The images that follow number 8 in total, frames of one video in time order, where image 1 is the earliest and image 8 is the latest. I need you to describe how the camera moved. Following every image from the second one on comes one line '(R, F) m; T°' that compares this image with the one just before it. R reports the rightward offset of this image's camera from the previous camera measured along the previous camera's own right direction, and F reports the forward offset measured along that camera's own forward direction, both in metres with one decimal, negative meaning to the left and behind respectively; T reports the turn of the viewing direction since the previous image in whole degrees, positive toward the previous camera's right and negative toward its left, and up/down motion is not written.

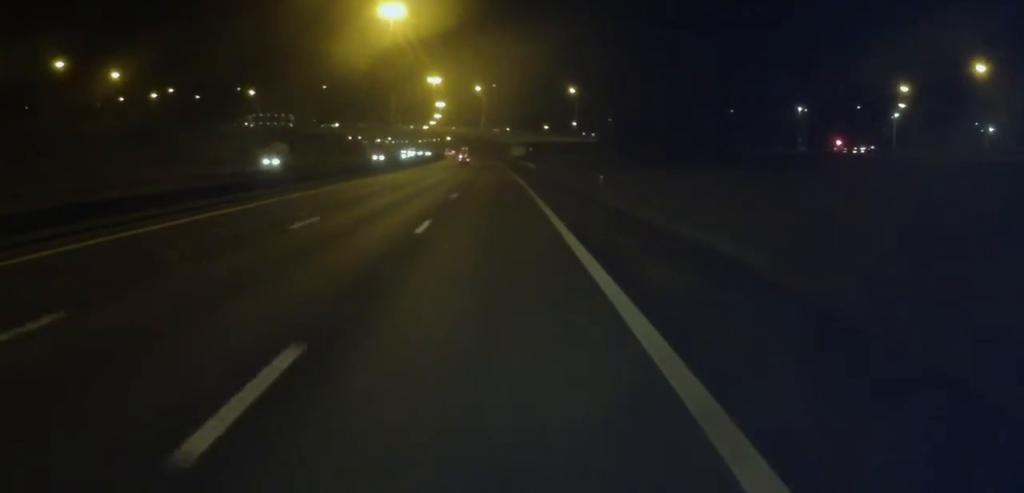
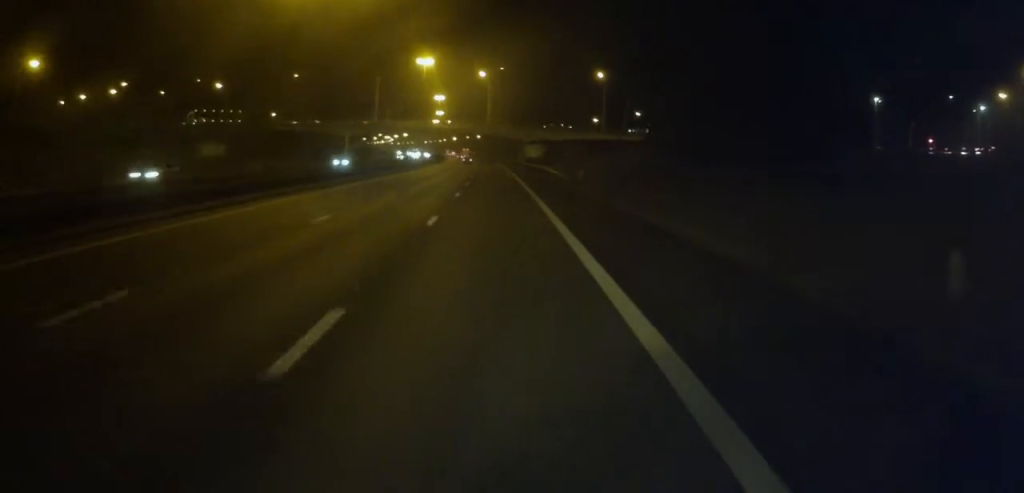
(-0.2, +36.2) m; 0°
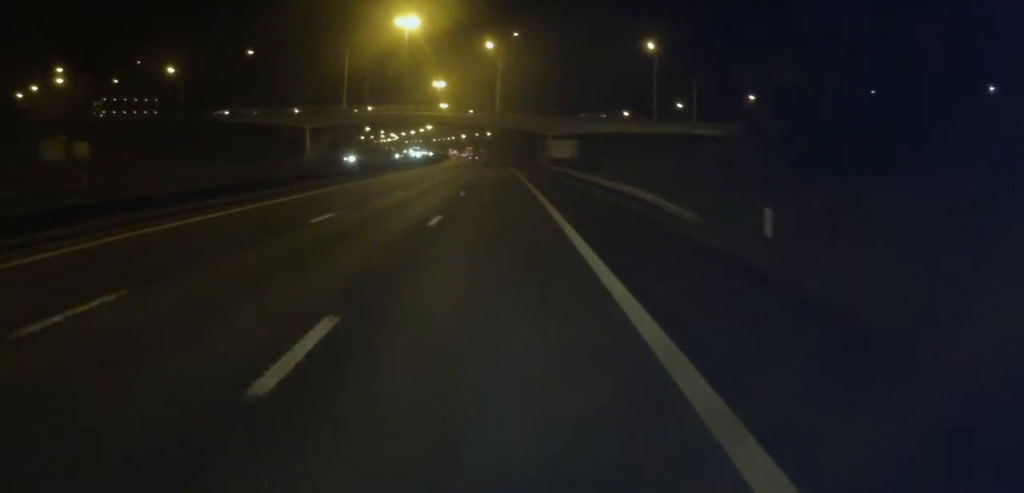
(0.0, +38.5) m; 0°
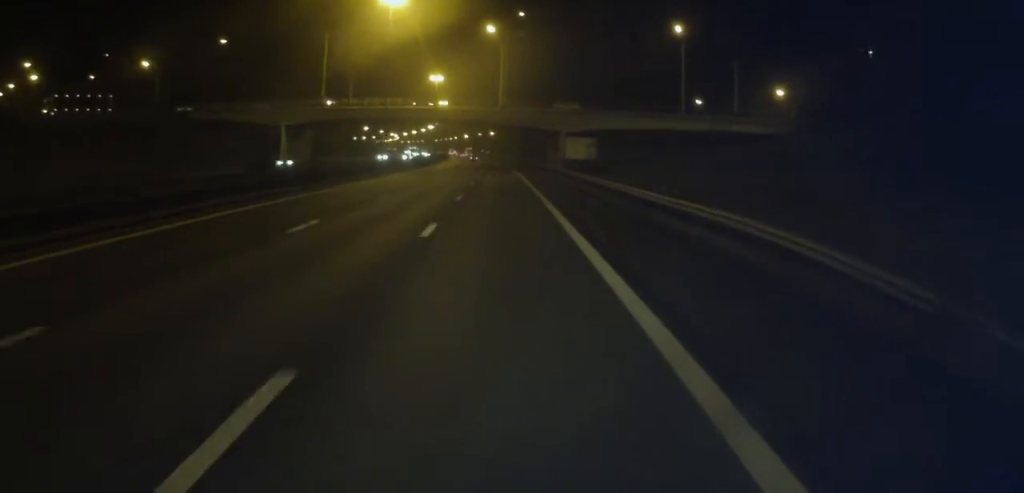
(0.0, +14.8) m; -1°
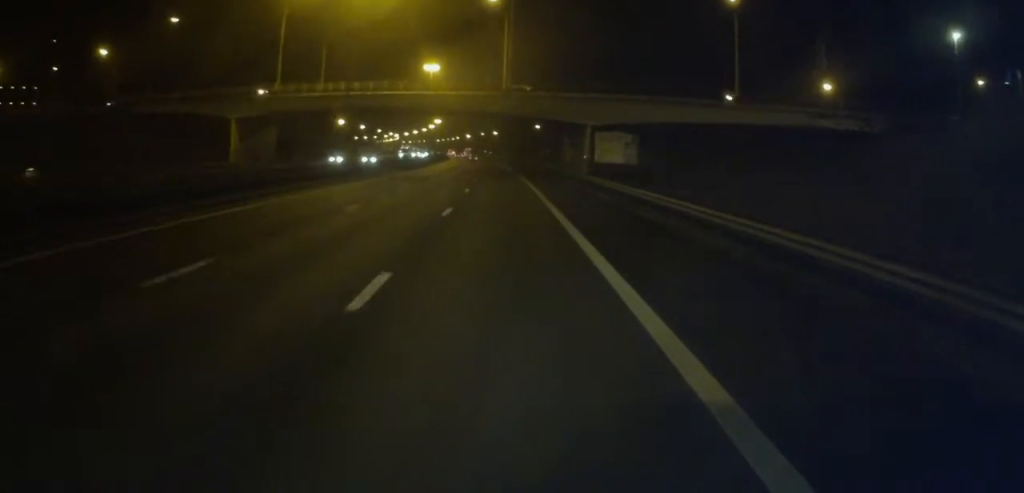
(-0.2, +20.3) m; -1°
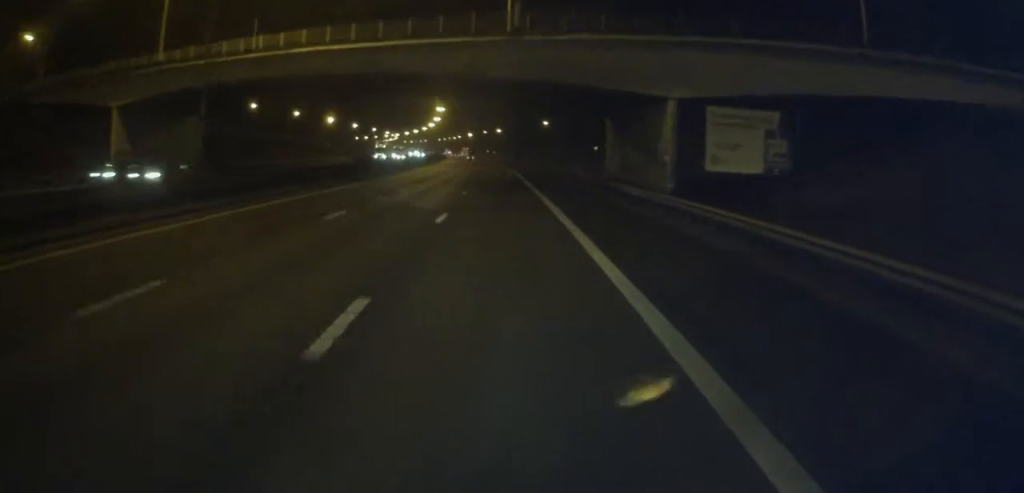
(-0.4, +27.6) m; -1°
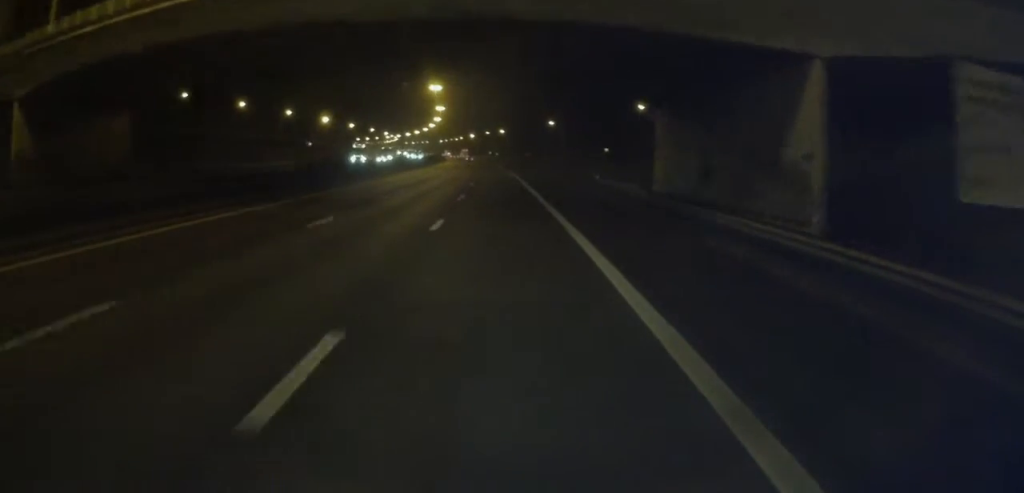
(0.0, +14.2) m; 0°
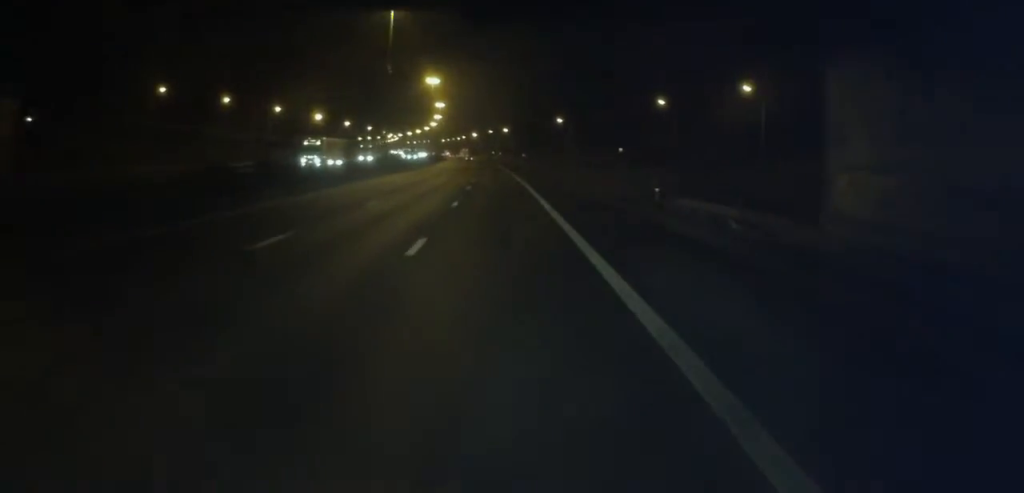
(-0.1, +17.3) m; 0°
